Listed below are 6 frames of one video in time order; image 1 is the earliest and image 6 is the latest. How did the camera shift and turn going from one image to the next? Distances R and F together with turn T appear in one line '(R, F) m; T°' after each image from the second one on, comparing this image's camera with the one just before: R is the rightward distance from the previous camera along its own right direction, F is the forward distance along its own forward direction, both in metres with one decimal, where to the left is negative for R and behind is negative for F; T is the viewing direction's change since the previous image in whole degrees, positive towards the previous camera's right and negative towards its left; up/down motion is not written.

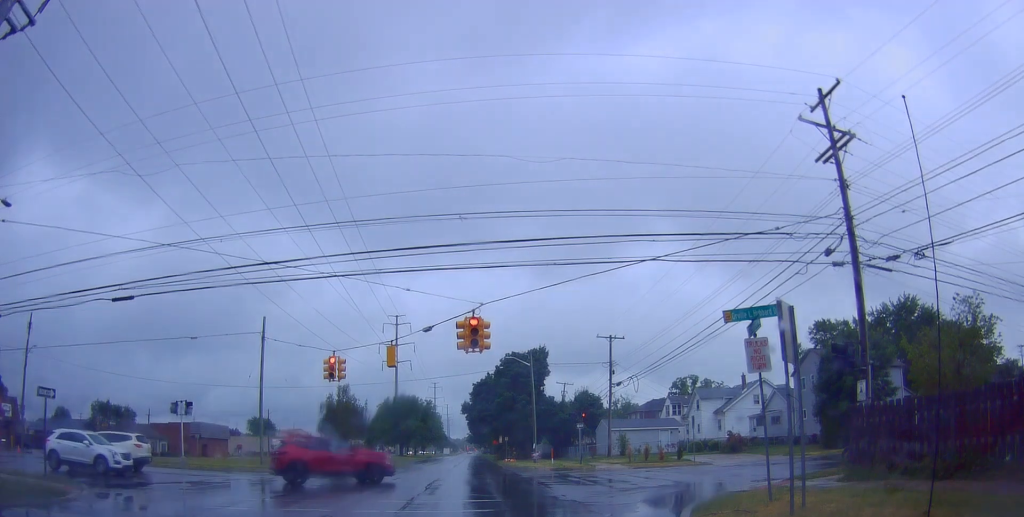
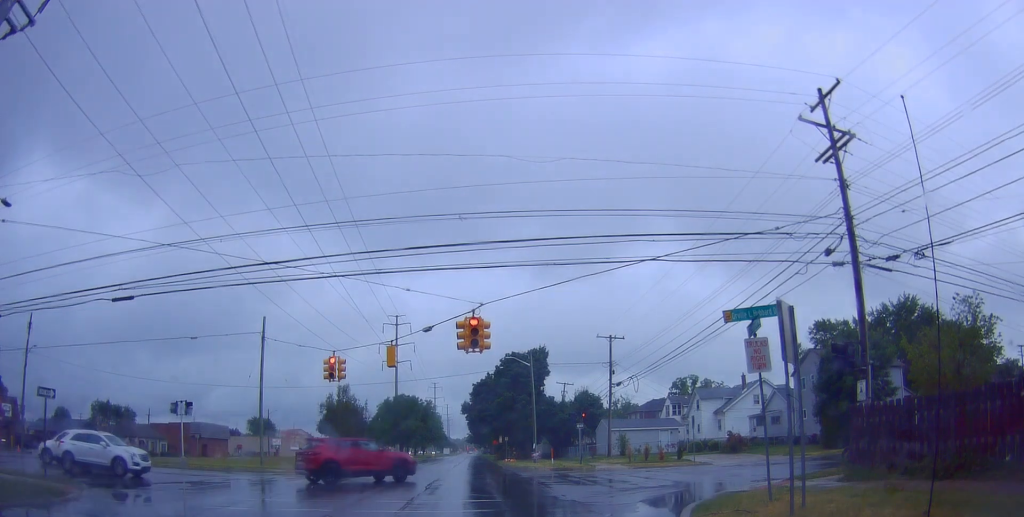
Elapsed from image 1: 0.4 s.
(0.0, 0.0) m; 0°
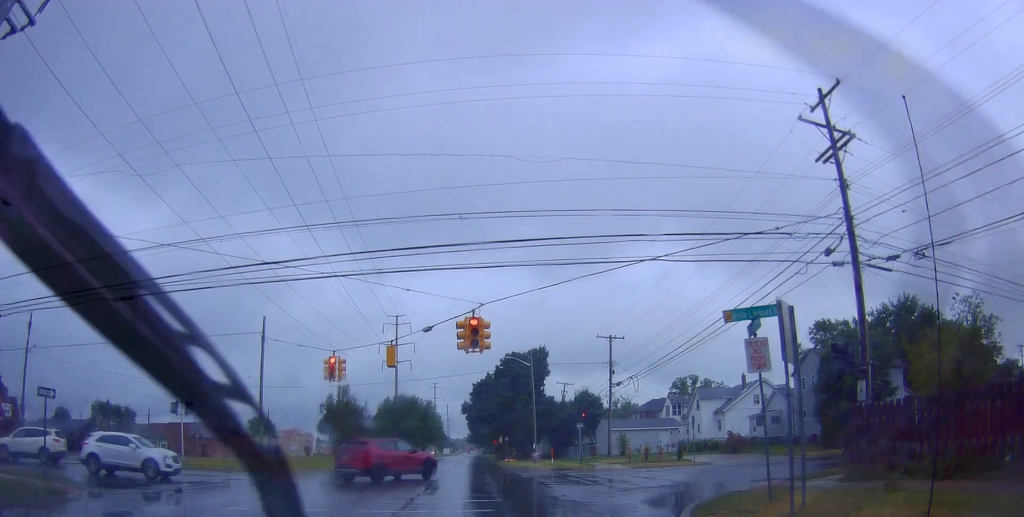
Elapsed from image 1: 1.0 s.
(0.0, 0.0) m; 0°
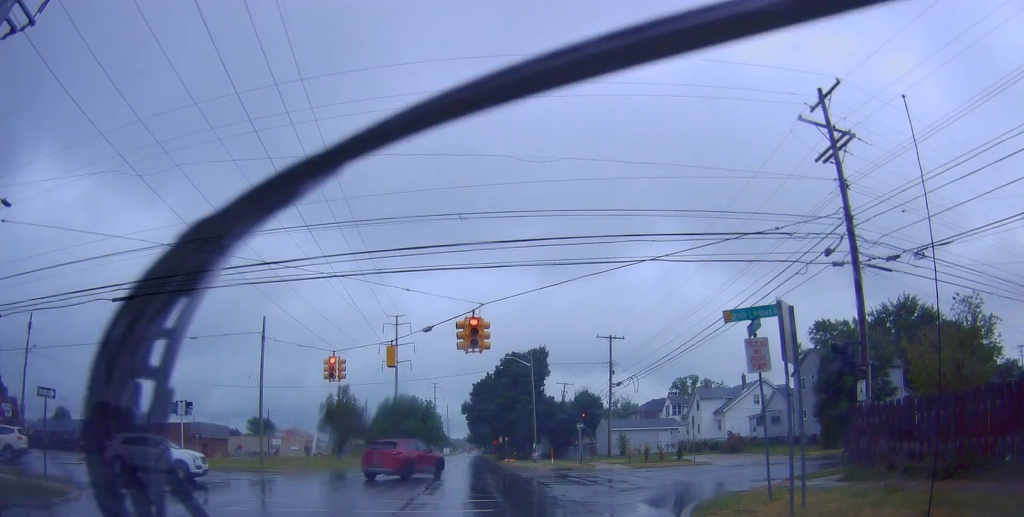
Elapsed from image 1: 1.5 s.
(0.0, 0.0) m; 0°
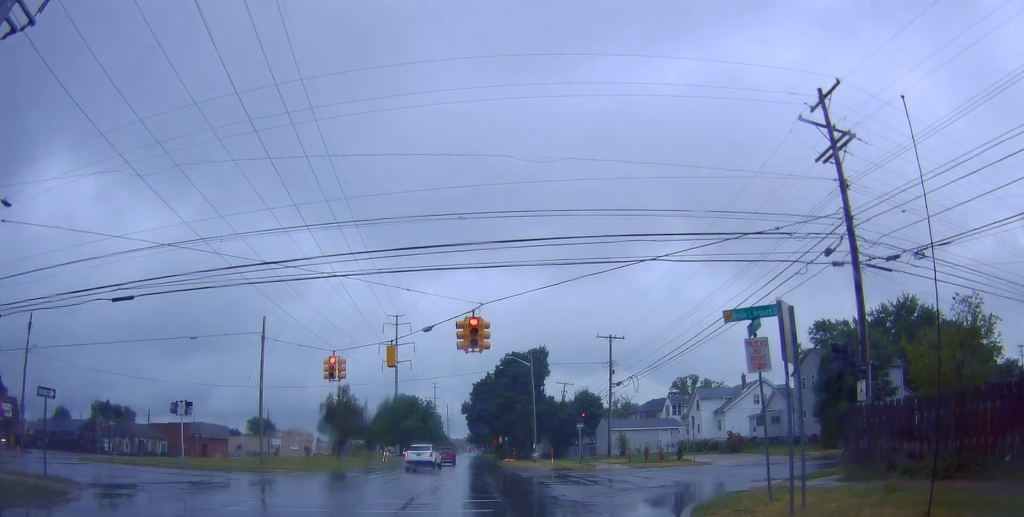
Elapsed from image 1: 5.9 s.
(0.0, 0.0) m; 0°
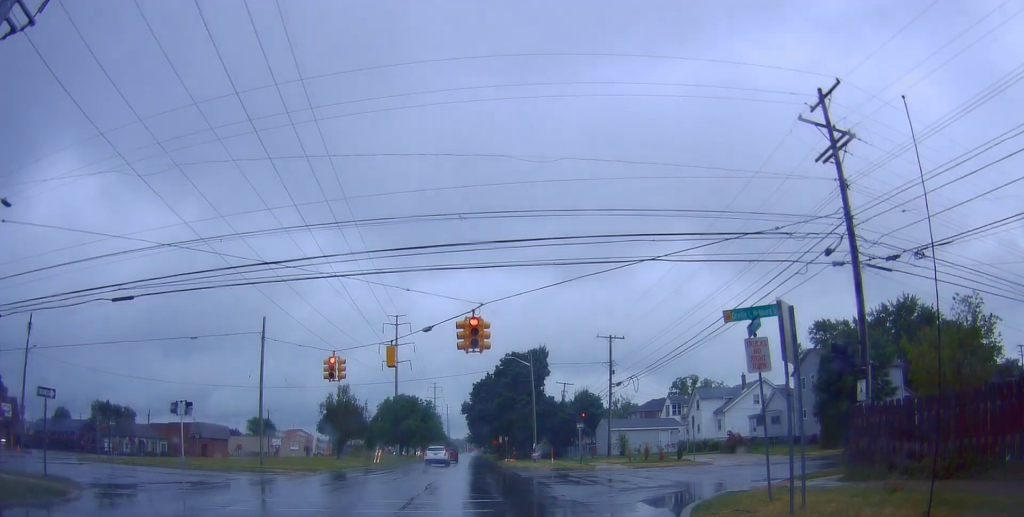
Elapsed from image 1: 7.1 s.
(+0.1, +0.5) m; 0°
